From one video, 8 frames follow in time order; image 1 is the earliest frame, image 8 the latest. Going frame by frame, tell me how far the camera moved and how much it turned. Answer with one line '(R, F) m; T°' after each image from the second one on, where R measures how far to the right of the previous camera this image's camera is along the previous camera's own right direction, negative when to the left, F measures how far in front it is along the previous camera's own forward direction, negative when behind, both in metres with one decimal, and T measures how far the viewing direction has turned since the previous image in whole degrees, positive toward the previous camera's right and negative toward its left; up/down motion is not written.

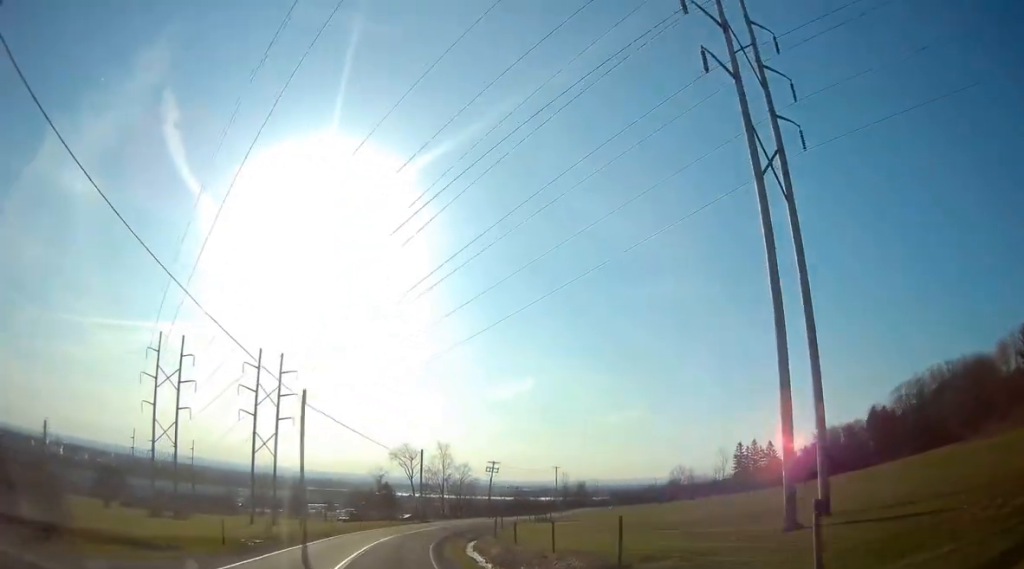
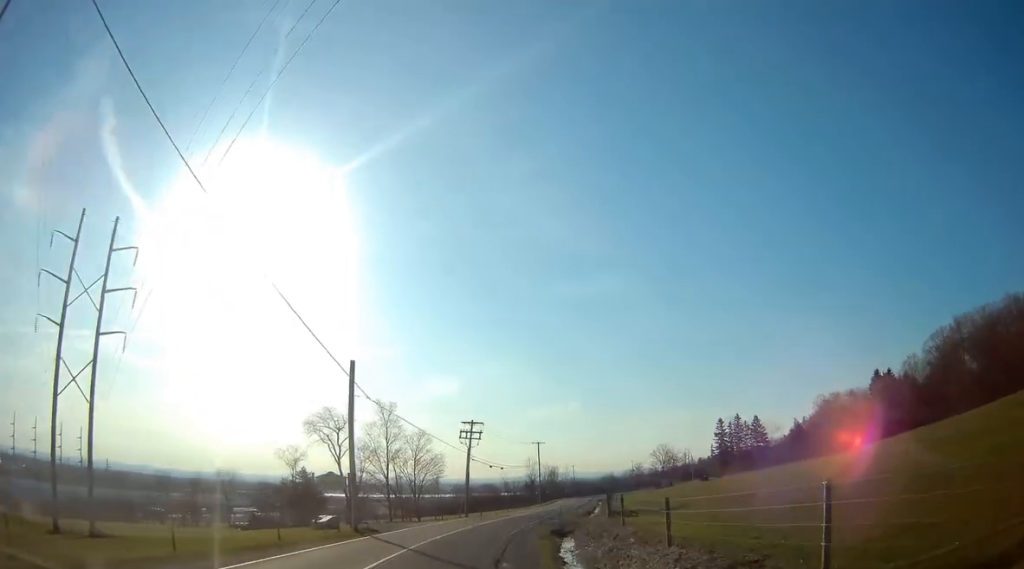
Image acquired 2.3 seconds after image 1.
(+1.6, +42.2) m; +9°
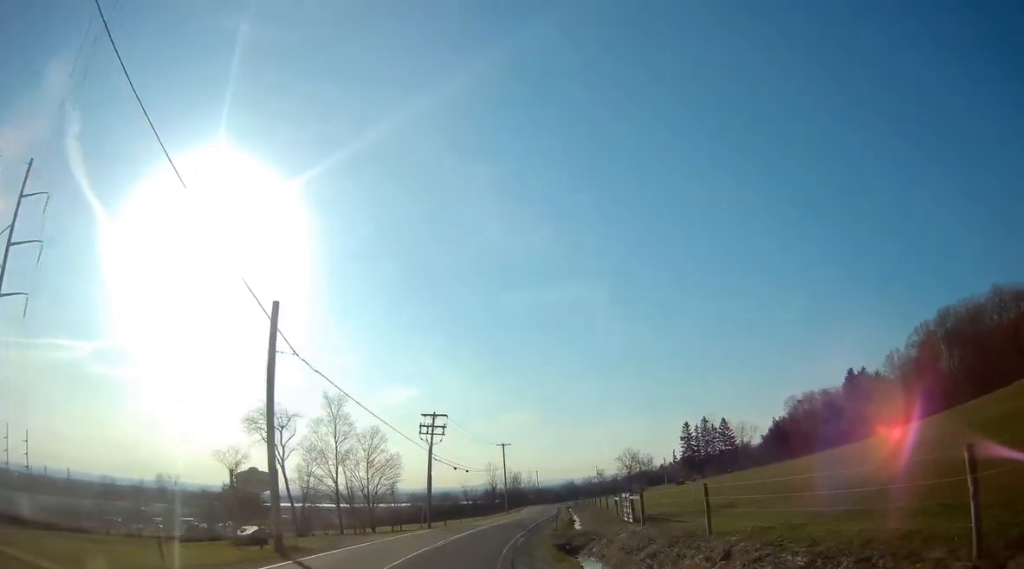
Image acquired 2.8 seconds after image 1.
(+0.5, +9.3) m; +3°
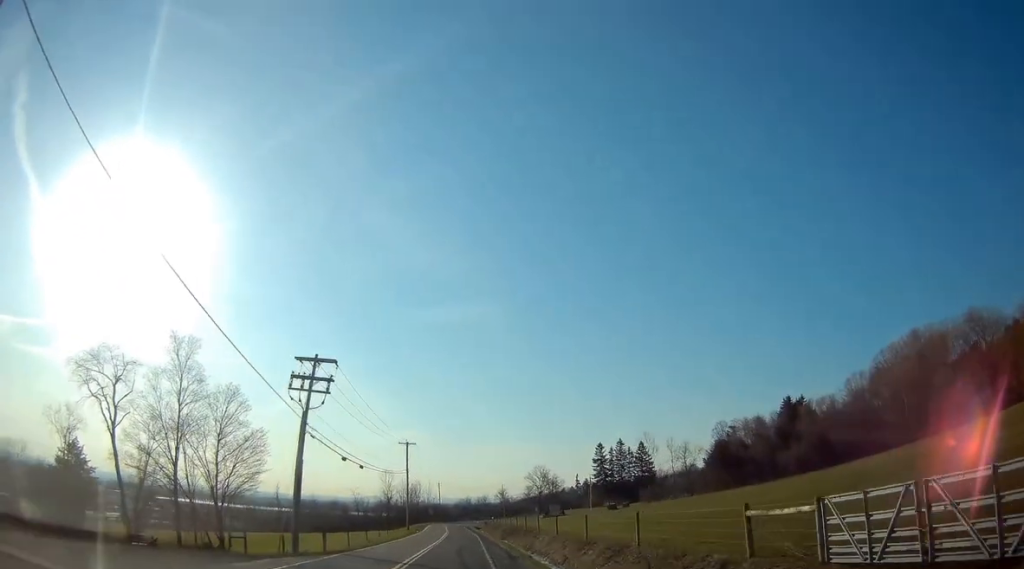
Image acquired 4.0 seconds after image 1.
(+1.4, +21.6) m; +6°
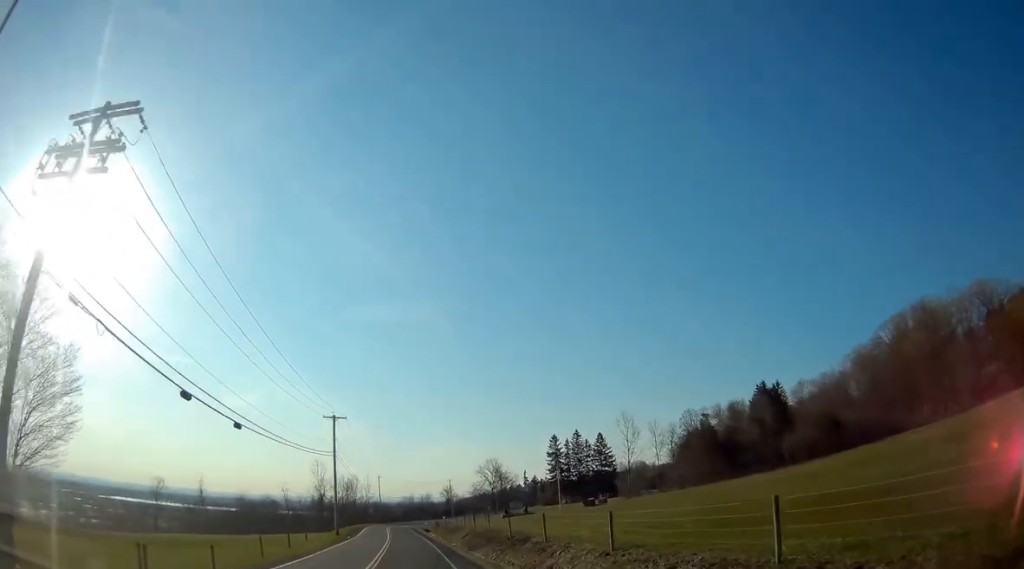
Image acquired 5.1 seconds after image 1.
(+0.6, +19.7) m; +4°
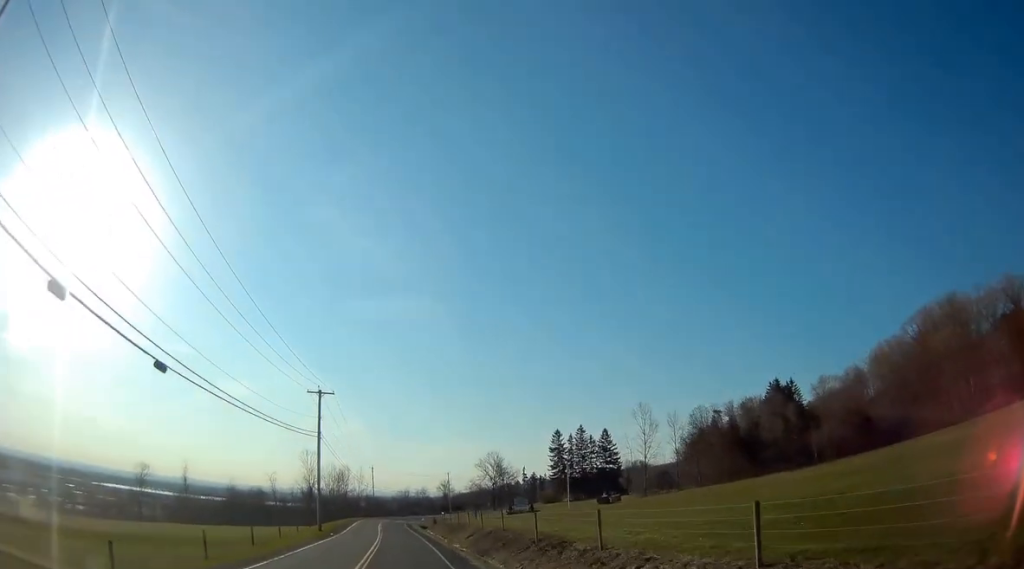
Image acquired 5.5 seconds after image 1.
(+0.1, +8.0) m; +1°
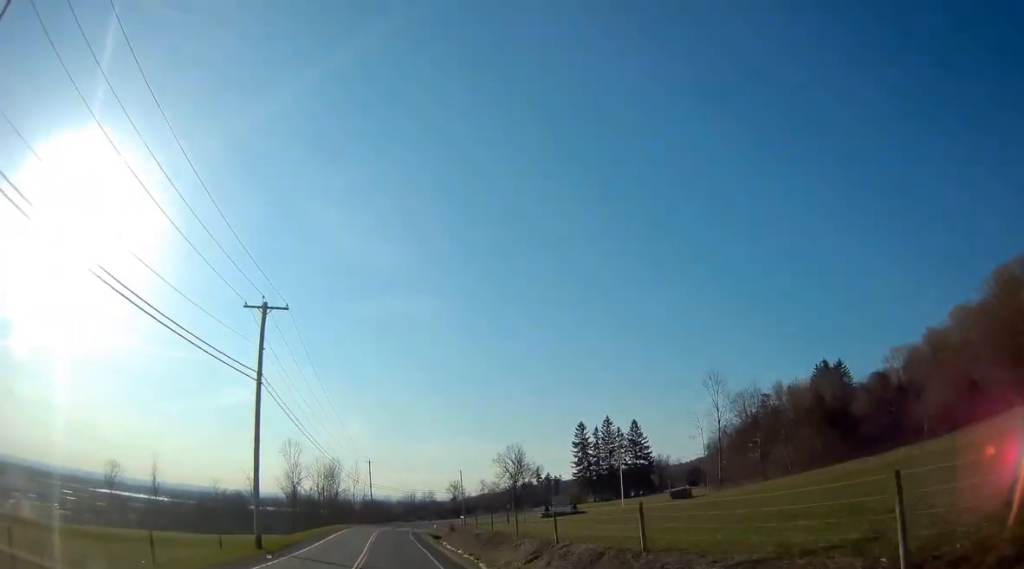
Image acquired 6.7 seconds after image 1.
(+0.5, +20.5) m; 0°
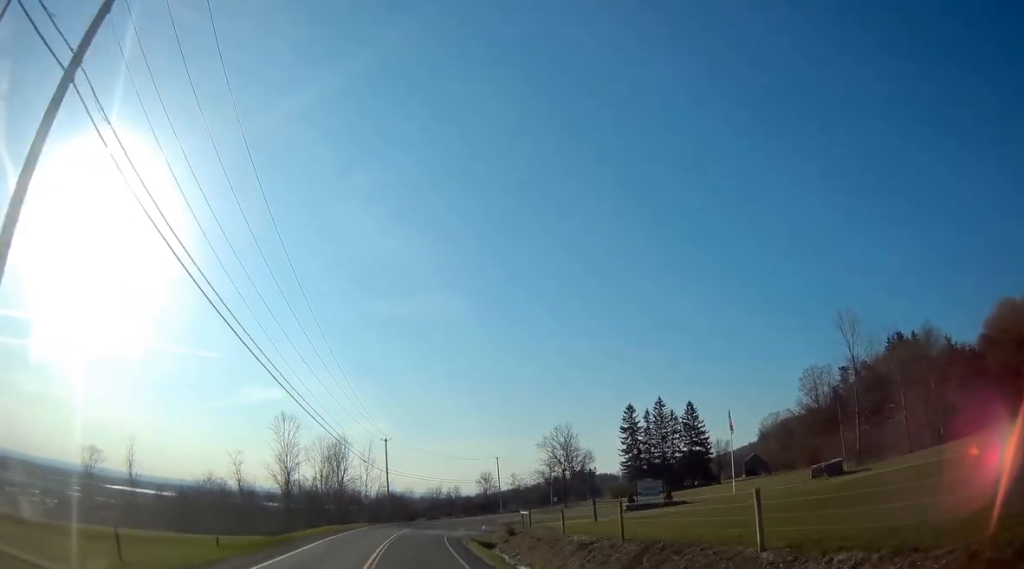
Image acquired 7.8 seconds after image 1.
(-0.4, +21.3) m; -1°
